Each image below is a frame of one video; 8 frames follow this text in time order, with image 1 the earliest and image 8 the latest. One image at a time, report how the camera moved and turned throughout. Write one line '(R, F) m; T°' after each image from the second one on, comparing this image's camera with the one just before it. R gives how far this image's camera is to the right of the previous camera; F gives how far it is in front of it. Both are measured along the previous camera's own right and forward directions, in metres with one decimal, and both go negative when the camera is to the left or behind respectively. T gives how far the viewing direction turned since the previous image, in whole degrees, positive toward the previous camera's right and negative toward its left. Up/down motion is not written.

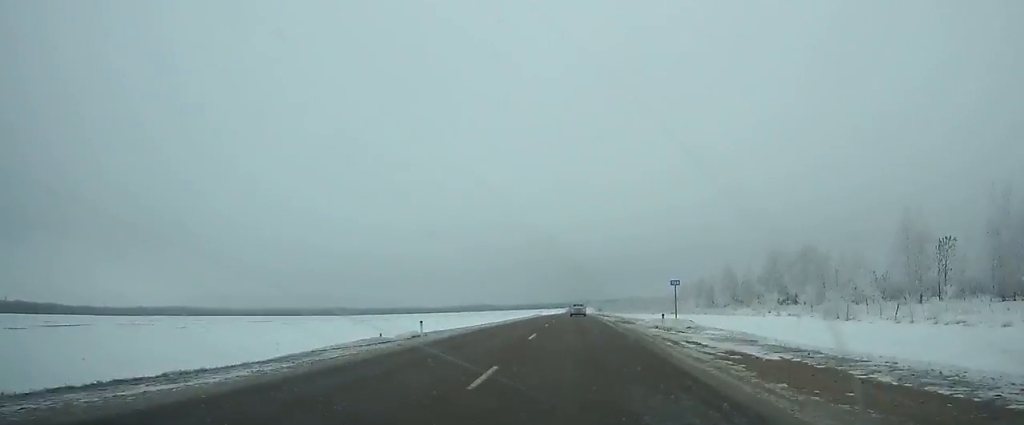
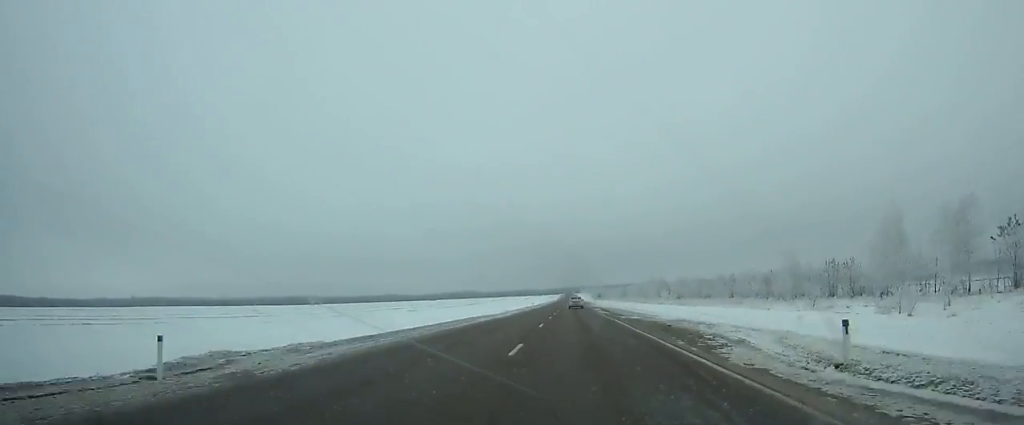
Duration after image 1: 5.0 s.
(+0.2, +114.8) m; 0°
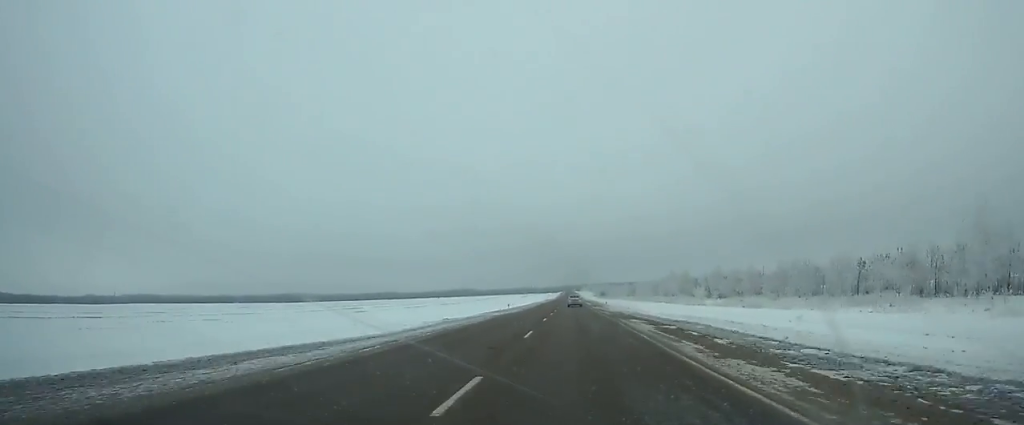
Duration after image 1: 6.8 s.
(+0.2, +41.8) m; 0°
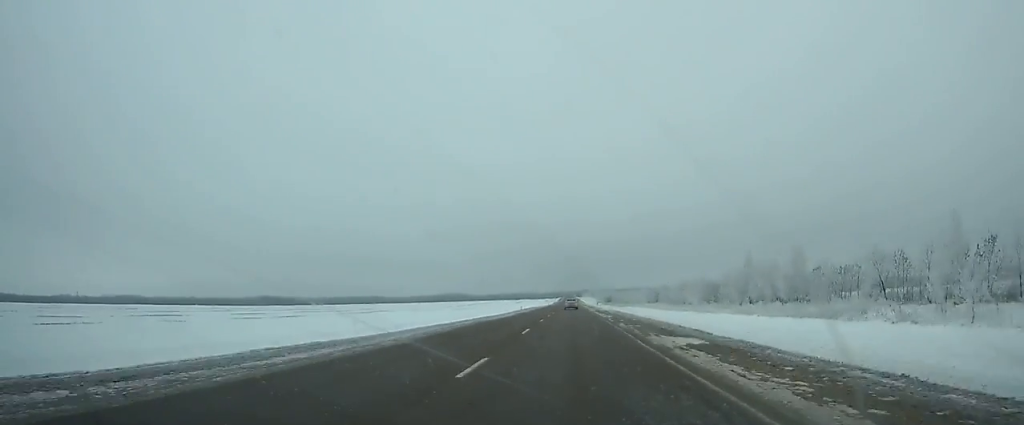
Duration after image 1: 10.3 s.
(+0.2, +81.0) m; 0°
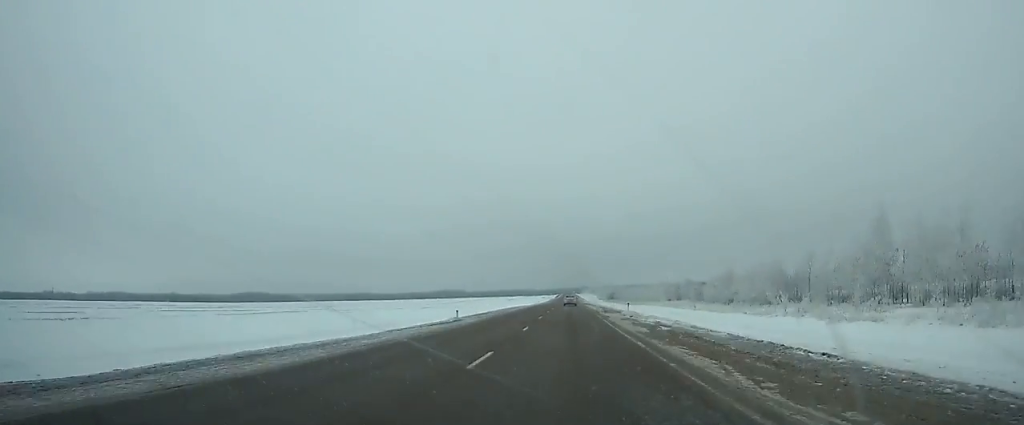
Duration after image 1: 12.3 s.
(0.0, +45.9) m; 0°
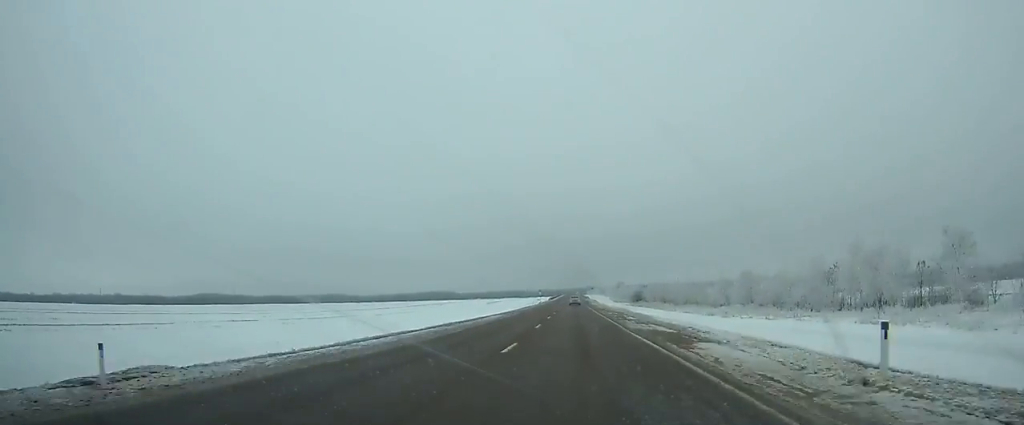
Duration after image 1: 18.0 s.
(-0.3, +130.6) m; 0°
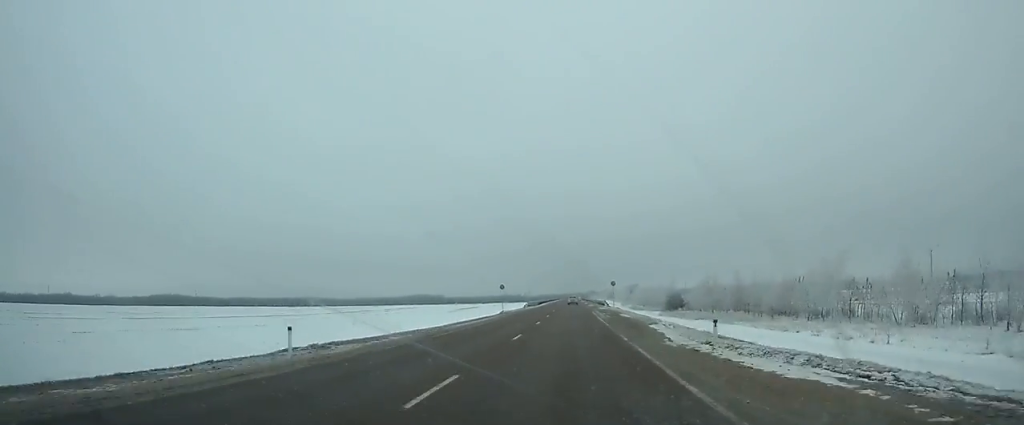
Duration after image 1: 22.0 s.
(-0.1, +92.4) m; 0°
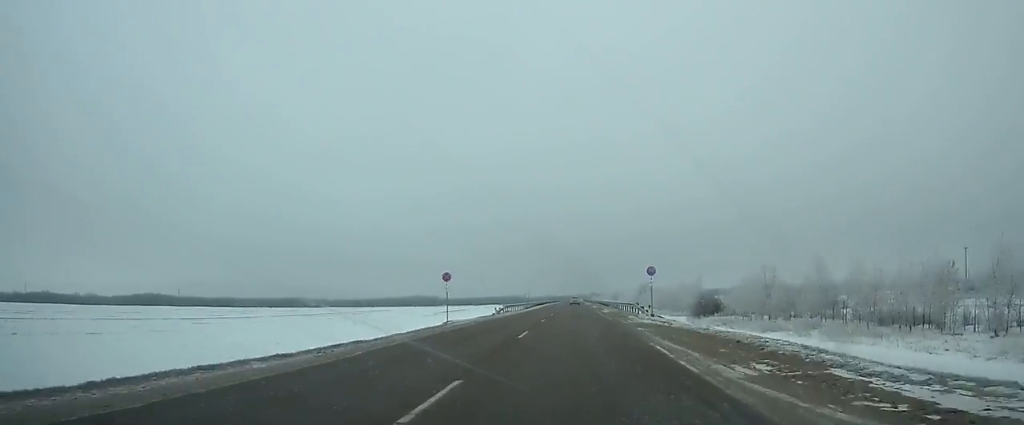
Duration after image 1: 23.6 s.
(0.0, +37.5) m; 0°
